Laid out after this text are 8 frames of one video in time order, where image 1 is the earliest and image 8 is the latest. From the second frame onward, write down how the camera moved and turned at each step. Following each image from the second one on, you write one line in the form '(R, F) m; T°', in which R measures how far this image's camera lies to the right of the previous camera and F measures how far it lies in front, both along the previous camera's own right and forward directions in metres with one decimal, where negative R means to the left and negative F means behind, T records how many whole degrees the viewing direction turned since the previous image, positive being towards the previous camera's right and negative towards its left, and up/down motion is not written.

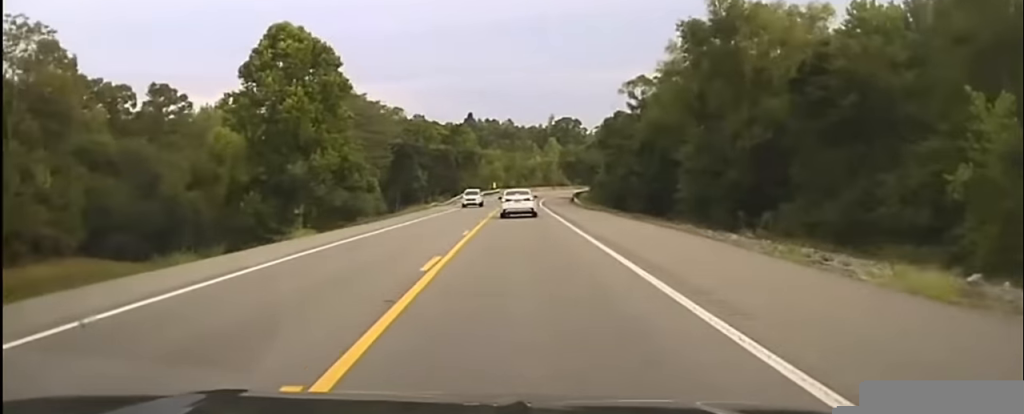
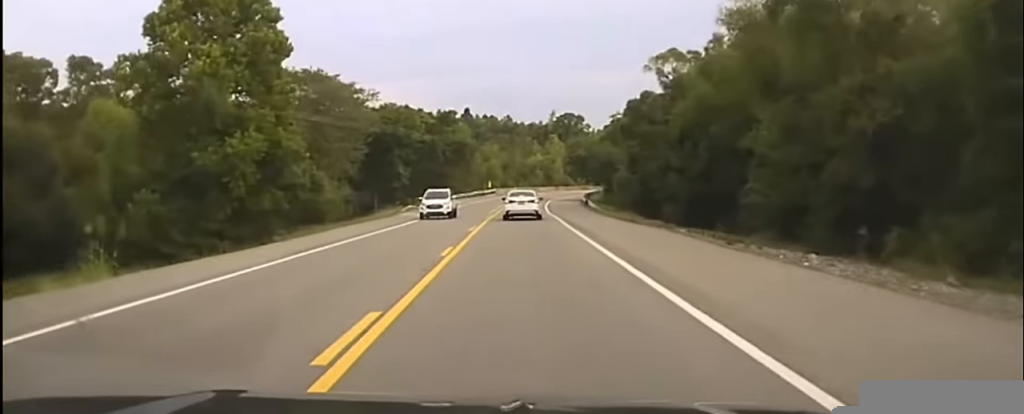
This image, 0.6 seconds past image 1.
(+0.1, +21.6) m; 0°
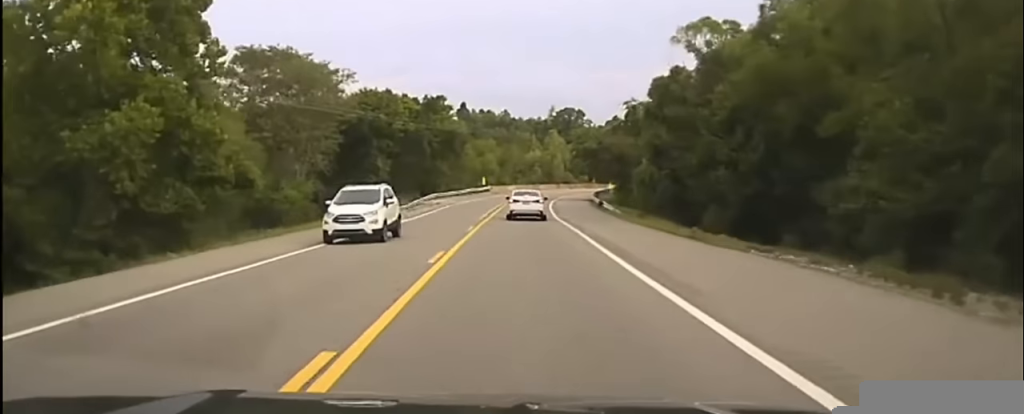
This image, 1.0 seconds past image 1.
(0.0, +14.7) m; 0°
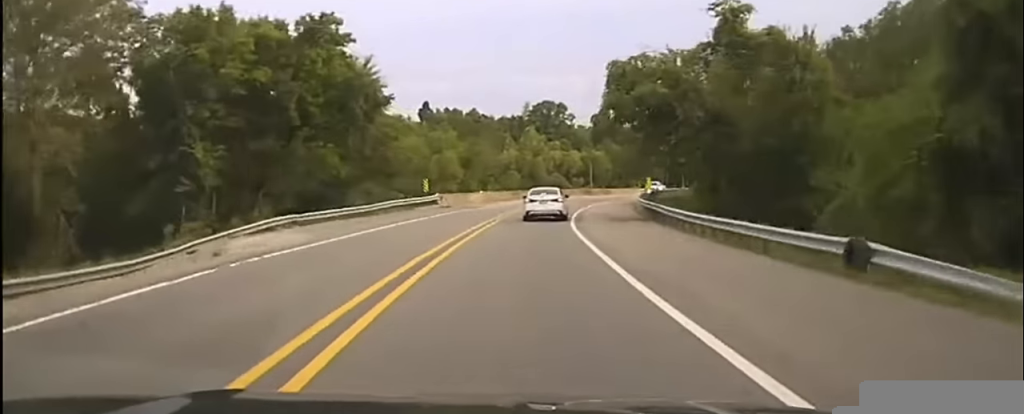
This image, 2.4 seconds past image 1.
(0.0, +51.0) m; 0°
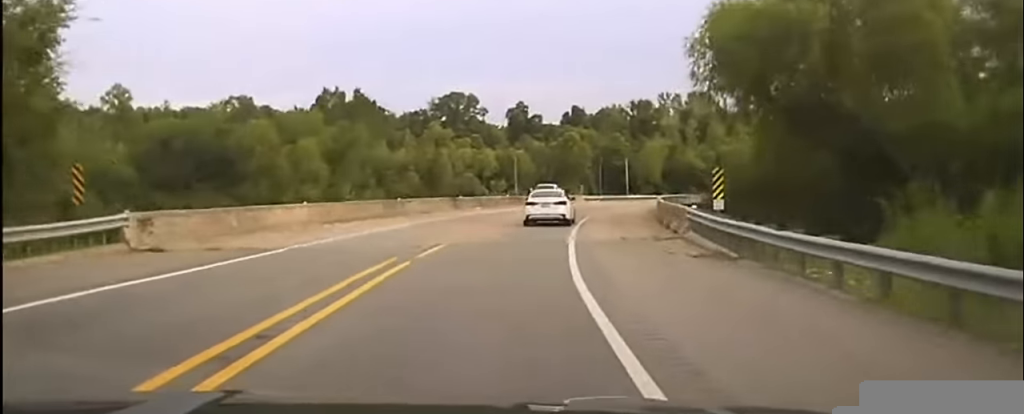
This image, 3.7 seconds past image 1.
(+1.4, +42.1) m; +7°
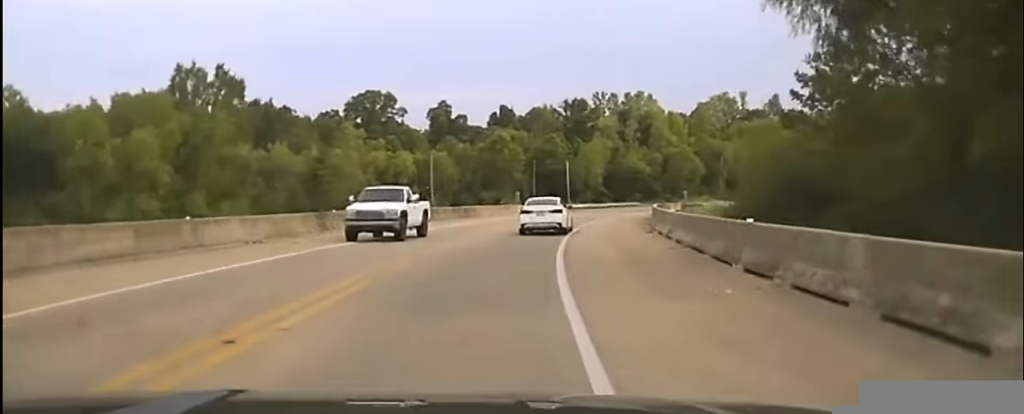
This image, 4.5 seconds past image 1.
(+1.7, +25.1) m; +4°
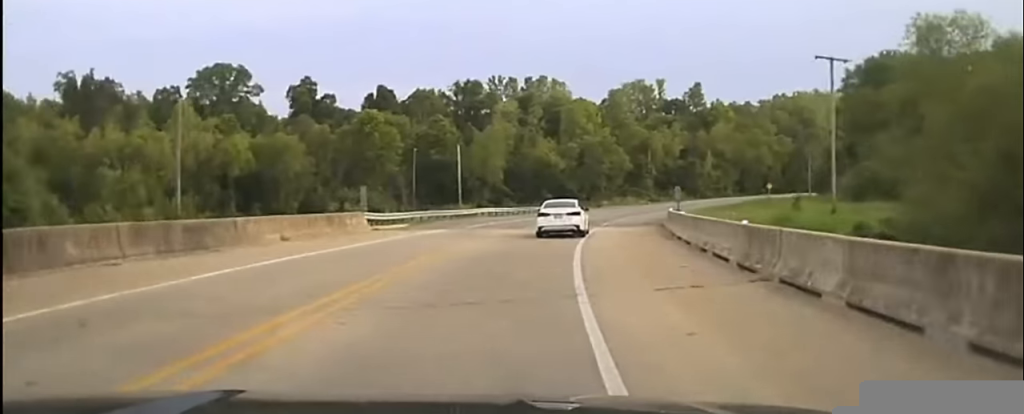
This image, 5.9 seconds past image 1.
(+2.1, +41.2) m; +8°
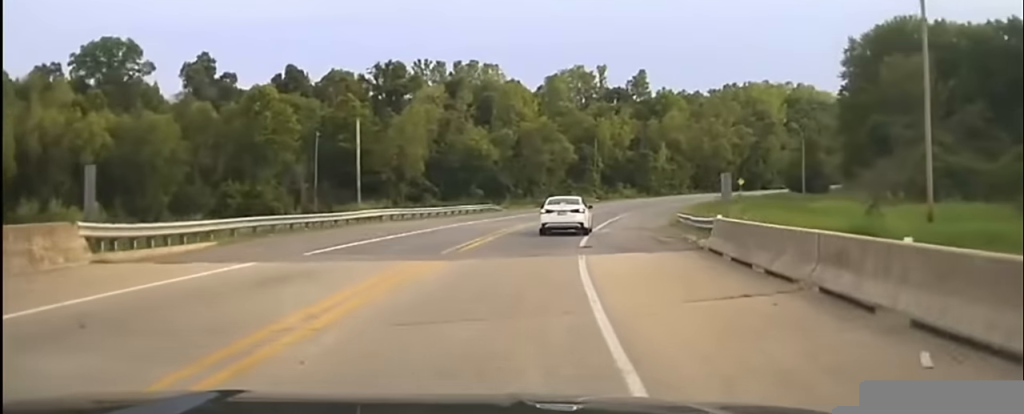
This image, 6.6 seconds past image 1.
(+1.0, +23.3) m; +7°
